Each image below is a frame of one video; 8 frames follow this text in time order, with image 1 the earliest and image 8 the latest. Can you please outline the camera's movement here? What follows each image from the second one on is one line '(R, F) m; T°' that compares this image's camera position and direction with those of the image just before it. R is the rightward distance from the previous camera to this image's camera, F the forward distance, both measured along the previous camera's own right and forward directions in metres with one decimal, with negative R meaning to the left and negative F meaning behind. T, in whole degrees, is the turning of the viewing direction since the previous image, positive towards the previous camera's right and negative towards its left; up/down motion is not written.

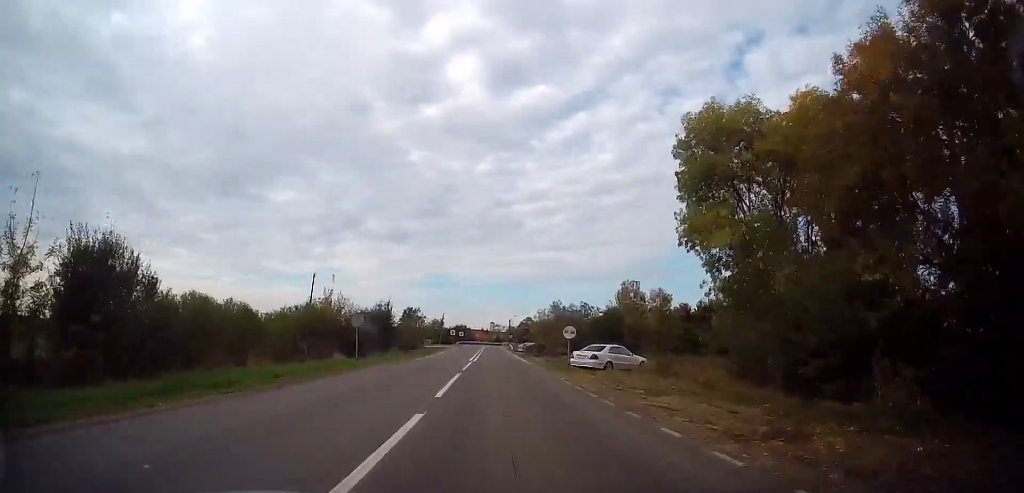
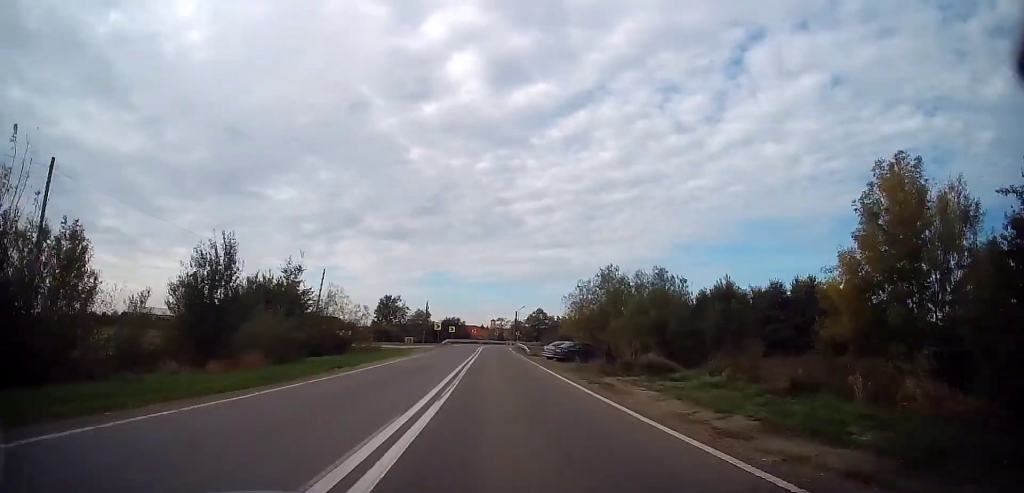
(+0.2, +31.8) m; +1°
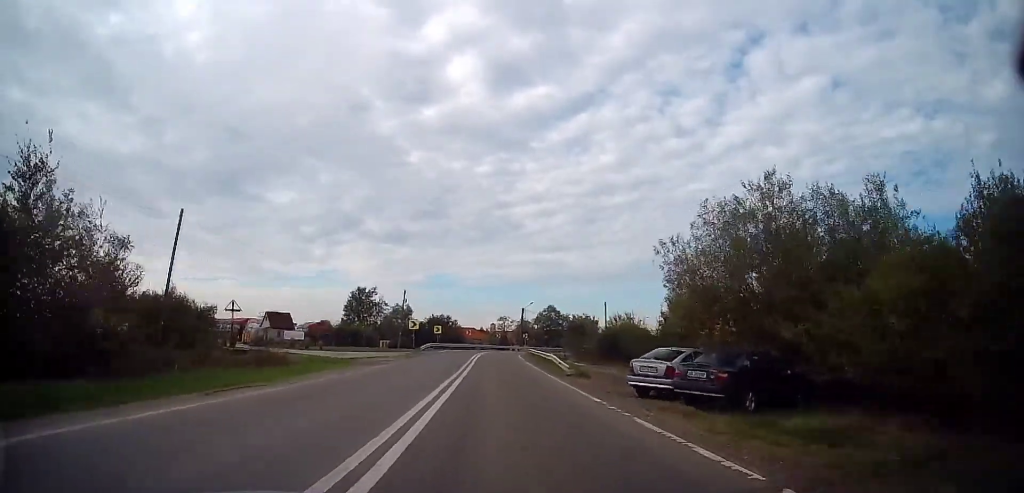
(+0.1, +23.3) m; 0°
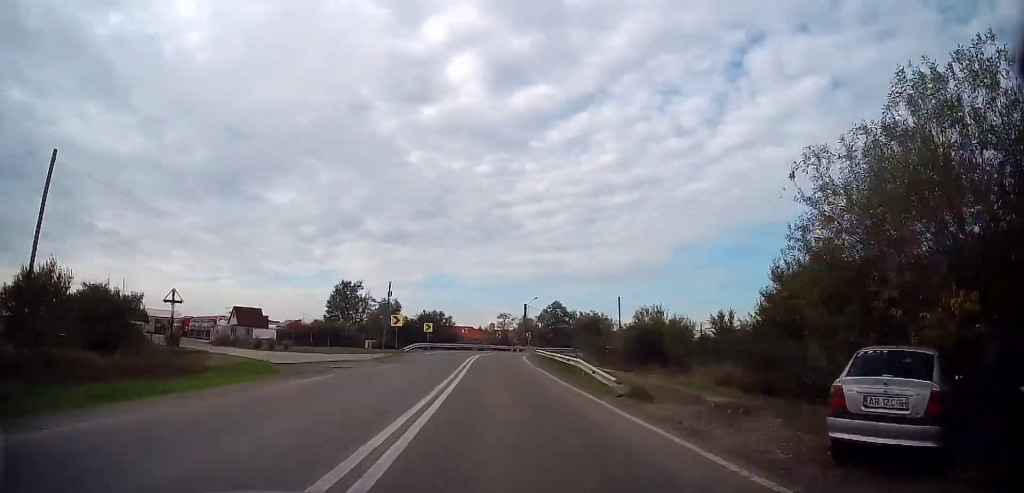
(0.0, +9.0) m; 0°
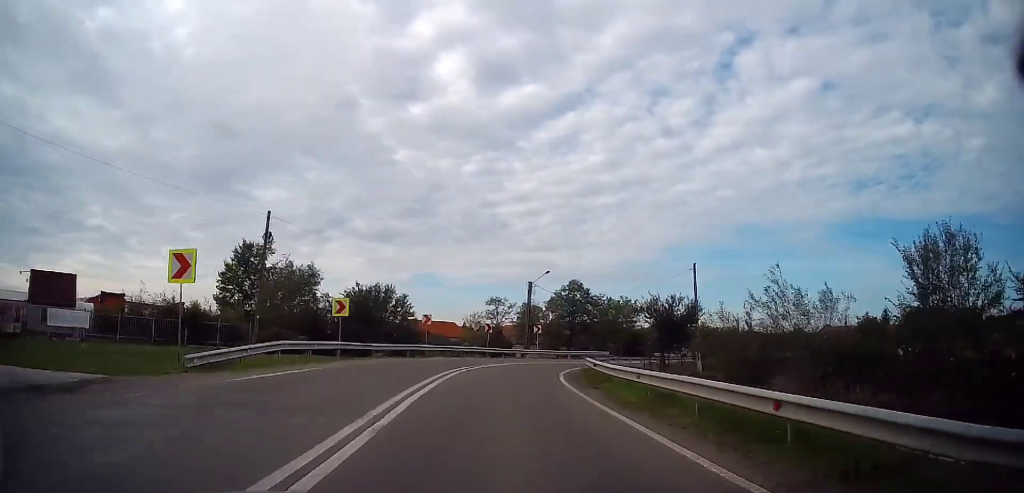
(0.0, +28.7) m; +1°
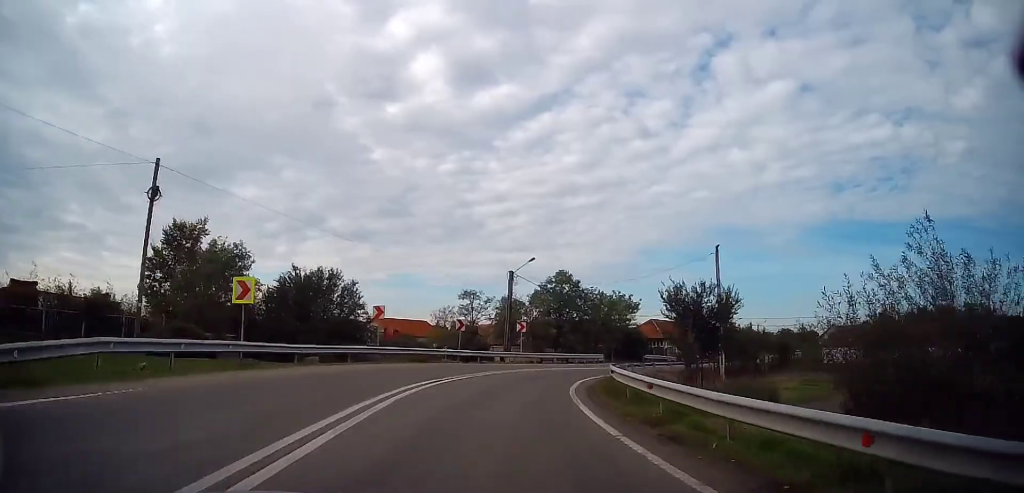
(-0.3, +8.5) m; +2°
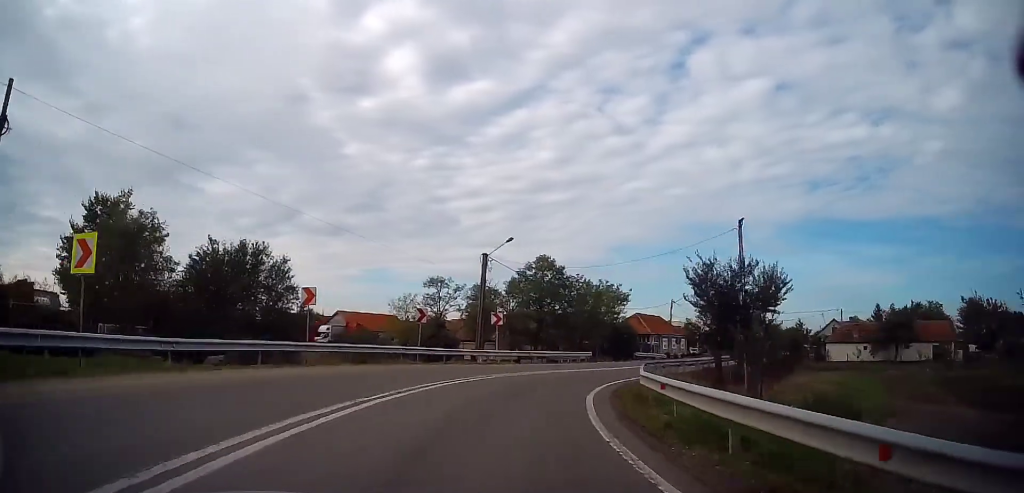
(+0.3, +7.0) m; +4°
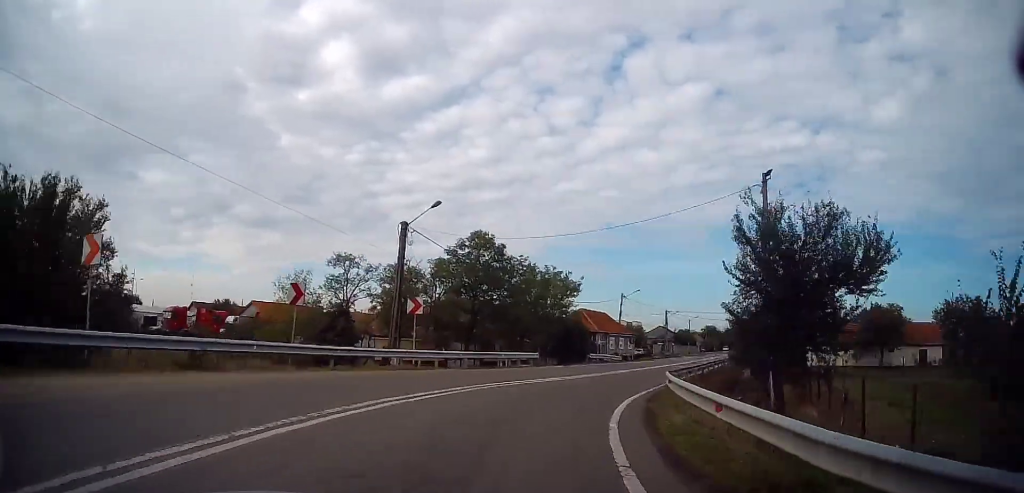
(+0.3, +9.2) m; +8°
